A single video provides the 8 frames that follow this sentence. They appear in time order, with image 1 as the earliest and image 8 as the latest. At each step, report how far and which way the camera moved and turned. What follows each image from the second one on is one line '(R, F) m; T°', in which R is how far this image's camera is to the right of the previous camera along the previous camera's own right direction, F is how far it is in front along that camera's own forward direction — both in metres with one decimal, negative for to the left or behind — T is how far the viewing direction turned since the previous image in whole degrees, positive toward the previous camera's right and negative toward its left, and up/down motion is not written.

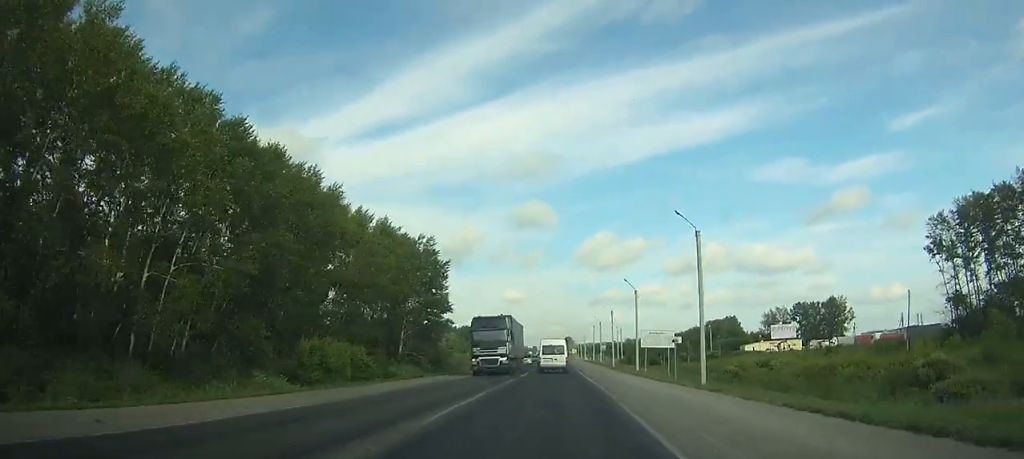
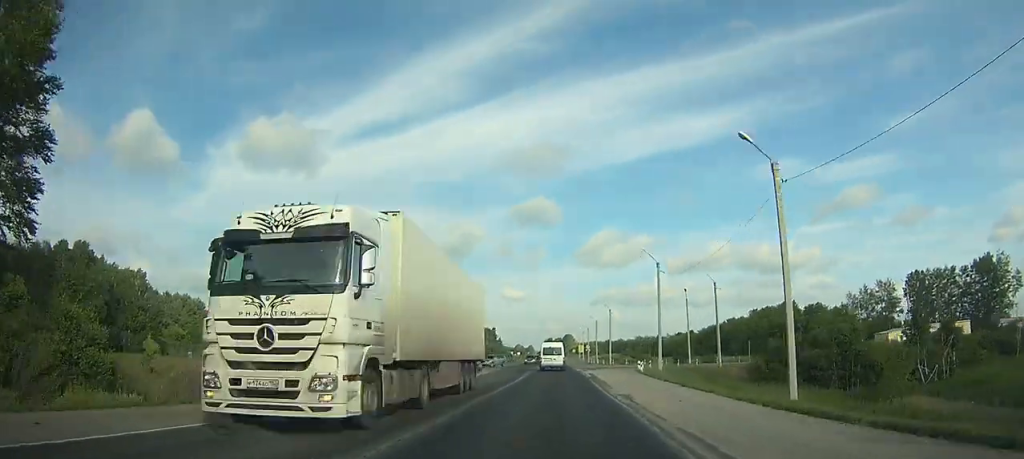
(+0.8, +97.8) m; +1°
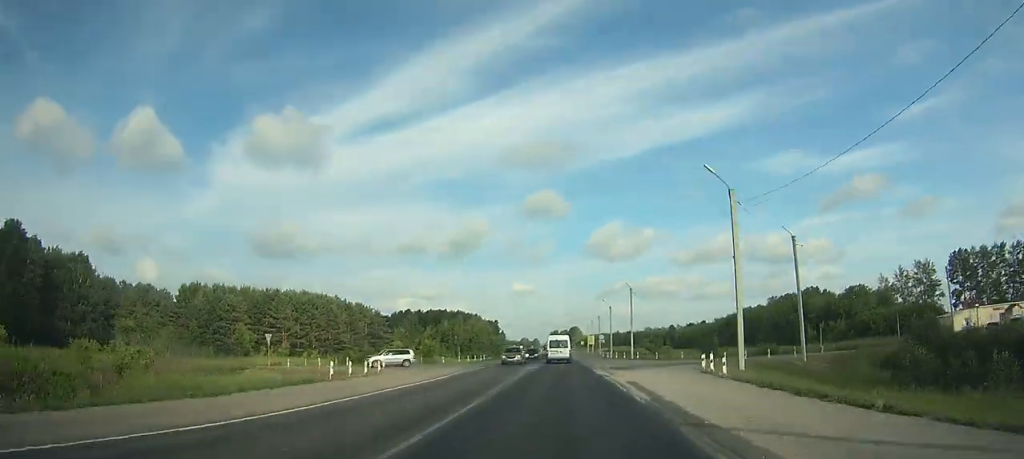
(-0.1, +19.3) m; 0°
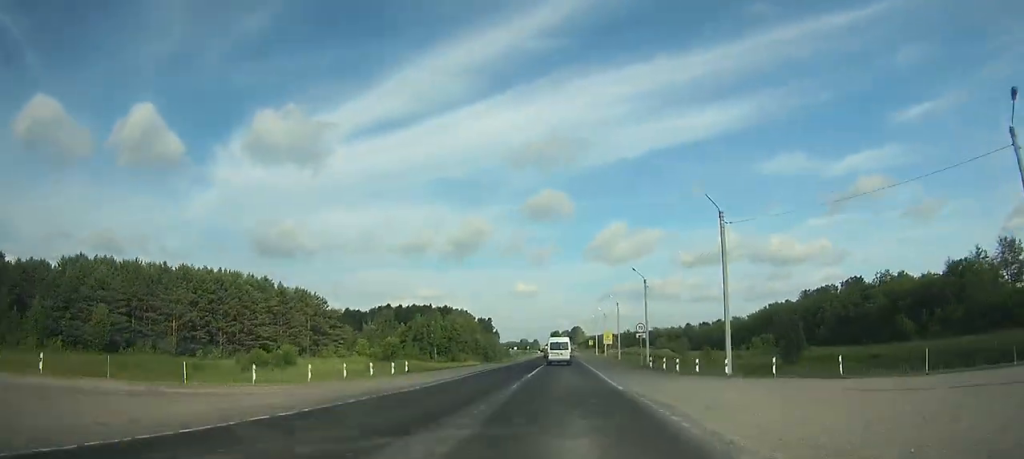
(-0.3, +37.0) m; 0°
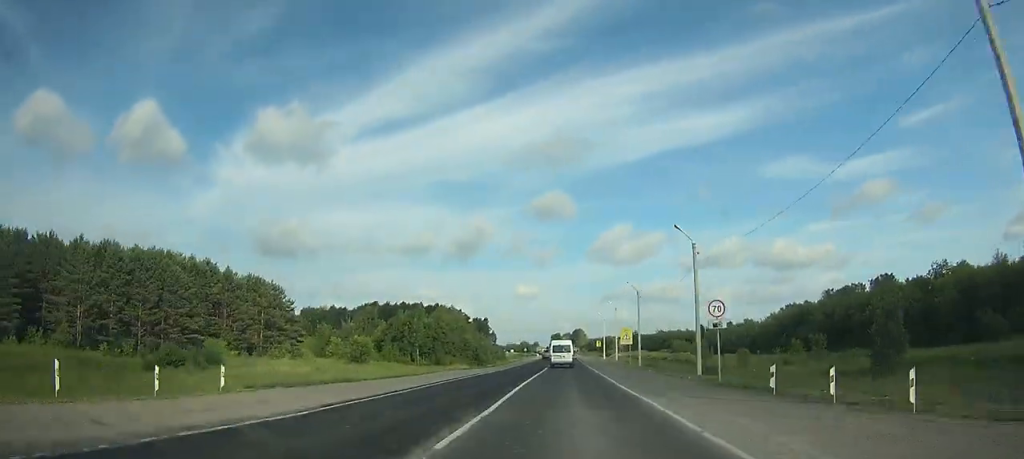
(0.0, +20.4) m; 0°
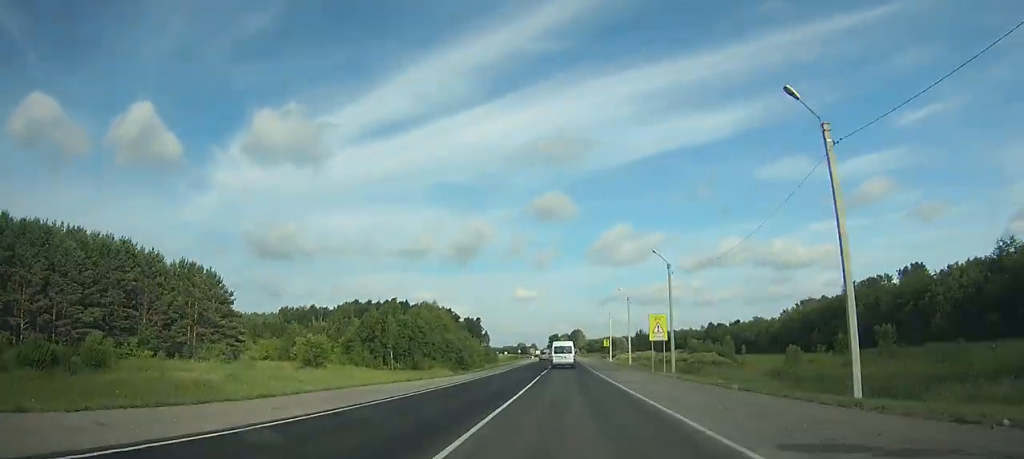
(0.0, +21.1) m; 0°
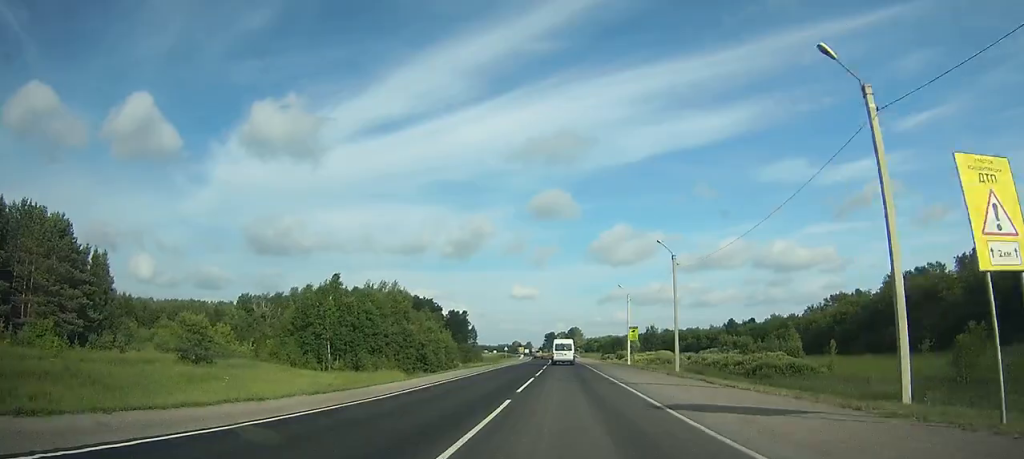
(0.0, +33.2) m; 0°
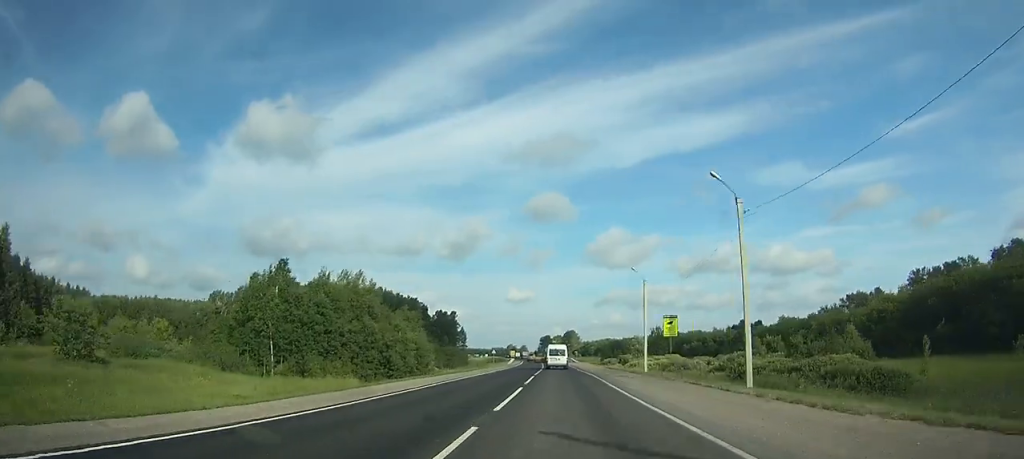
(0.0, +18.1) m; 0°
